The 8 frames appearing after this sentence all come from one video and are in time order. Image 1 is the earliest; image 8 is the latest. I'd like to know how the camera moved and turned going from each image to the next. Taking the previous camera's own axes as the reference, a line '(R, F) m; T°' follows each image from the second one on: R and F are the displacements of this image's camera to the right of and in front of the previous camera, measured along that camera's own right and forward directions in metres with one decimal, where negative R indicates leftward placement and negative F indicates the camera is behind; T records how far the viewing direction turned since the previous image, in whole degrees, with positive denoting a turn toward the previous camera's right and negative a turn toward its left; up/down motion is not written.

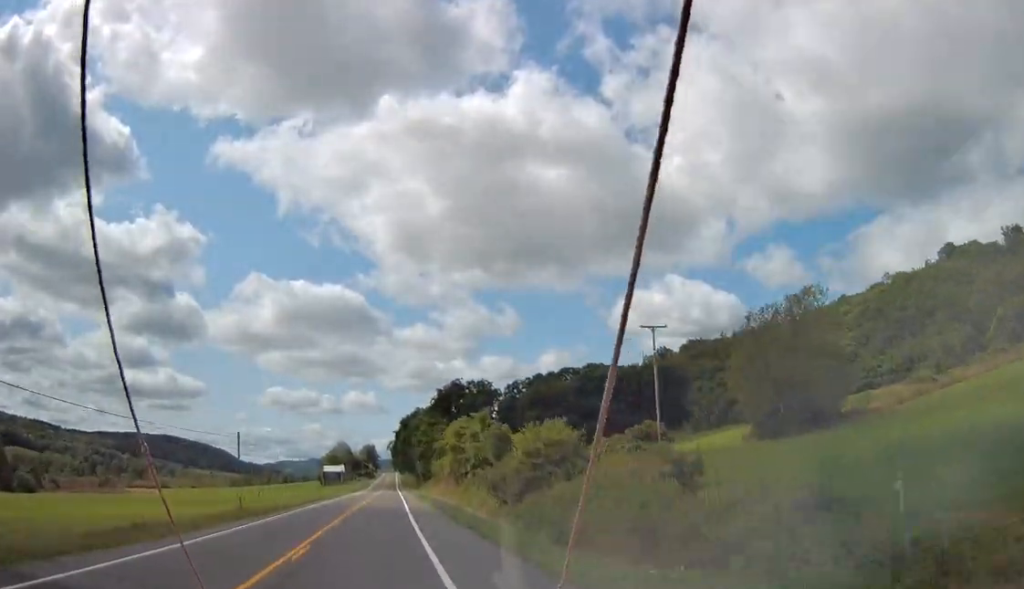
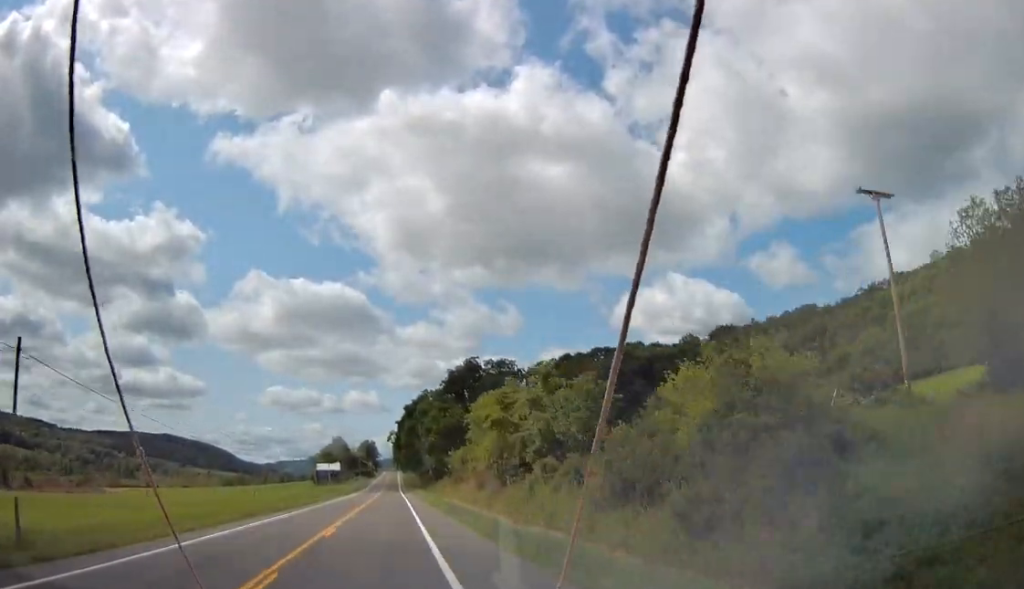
(0.0, +30.0) m; 0°
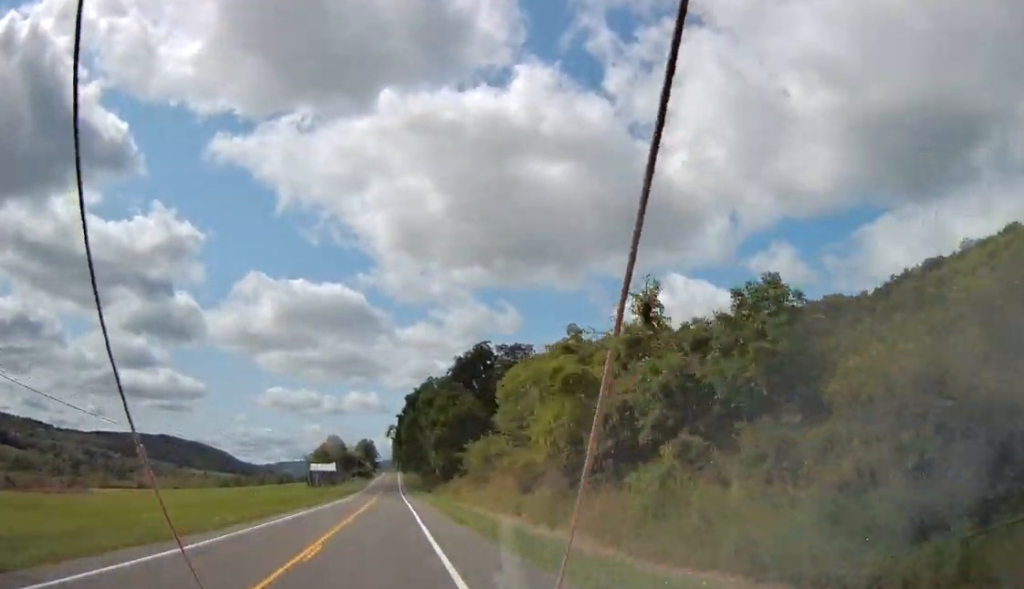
(0.0, +18.0) m; 0°
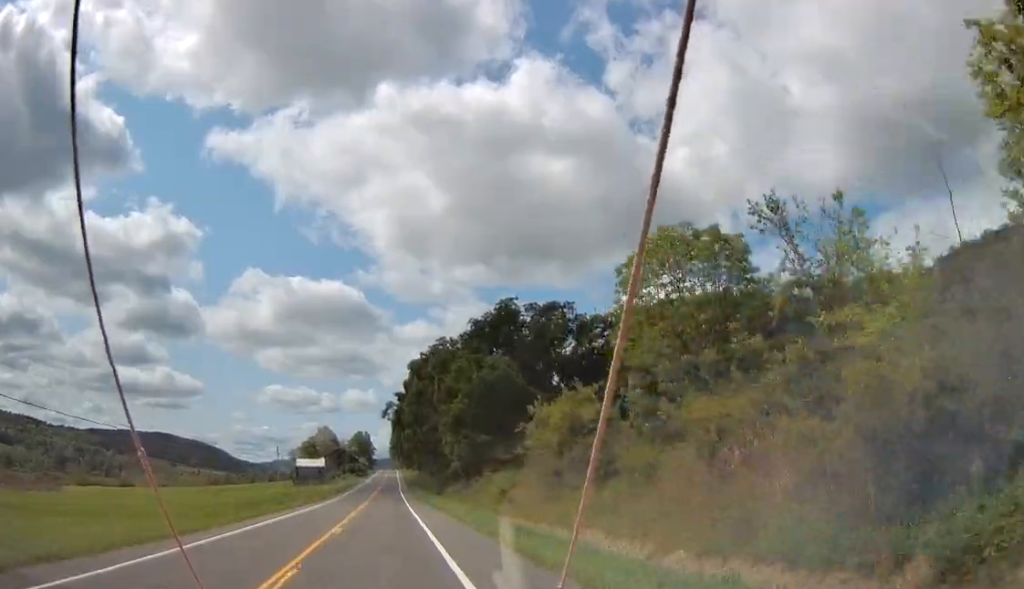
(0.0, +29.2) m; 0°
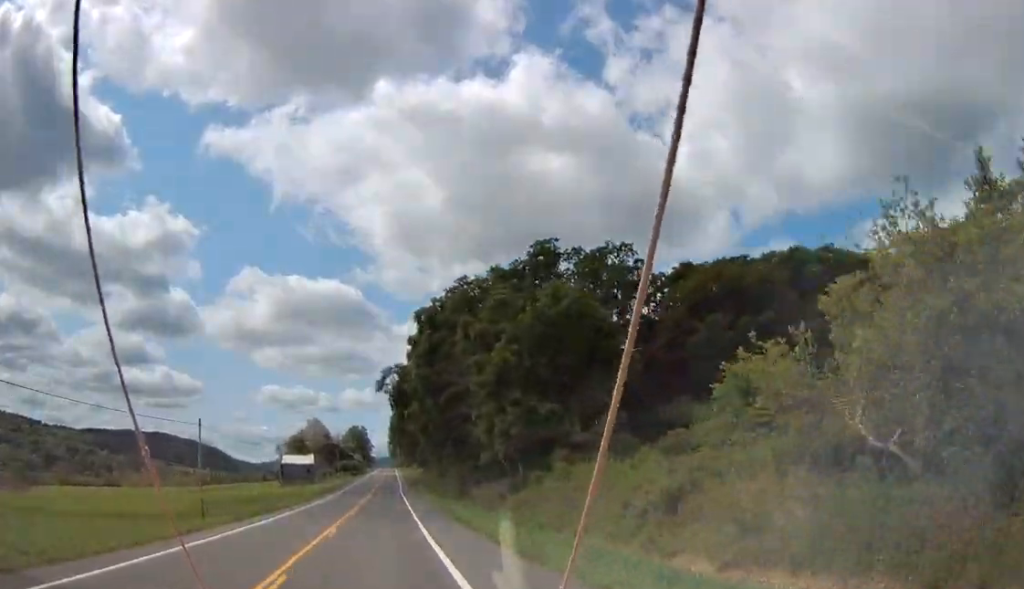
(-0.1, +24.9) m; 0°
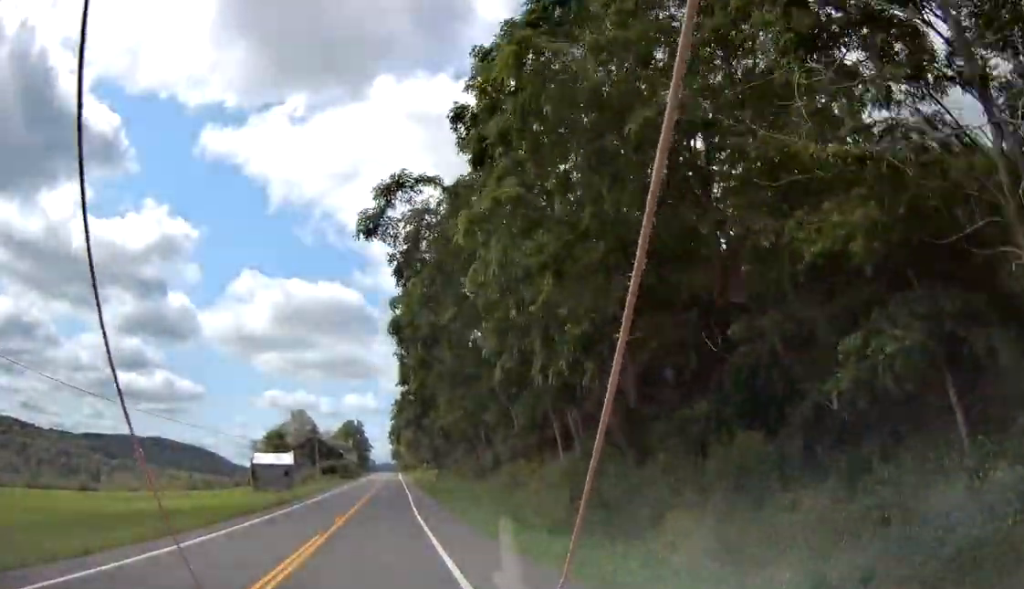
(+0.4, +37.6) m; +1°
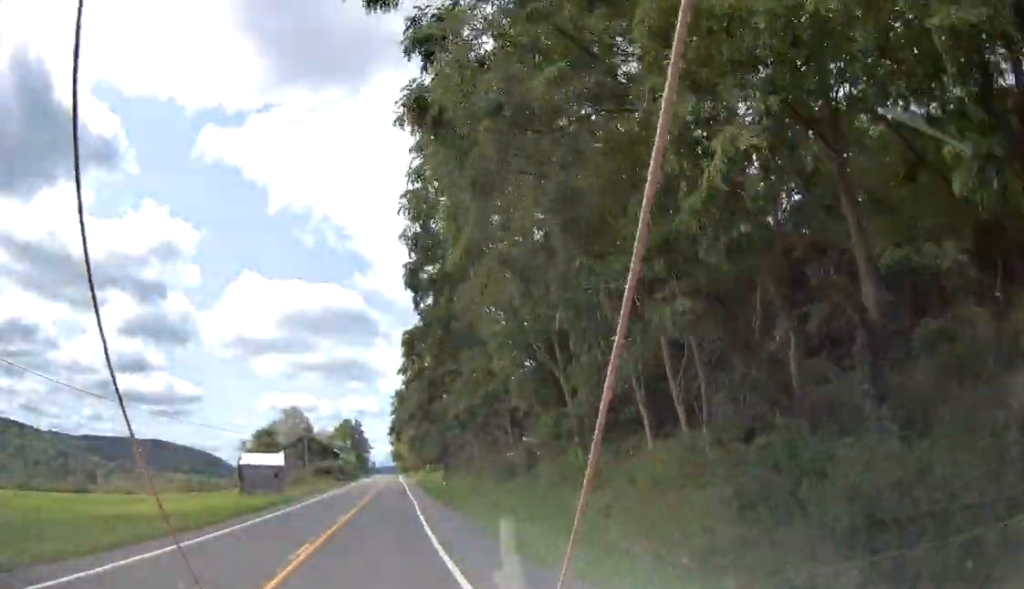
(0.0, +12.4) m; 0°
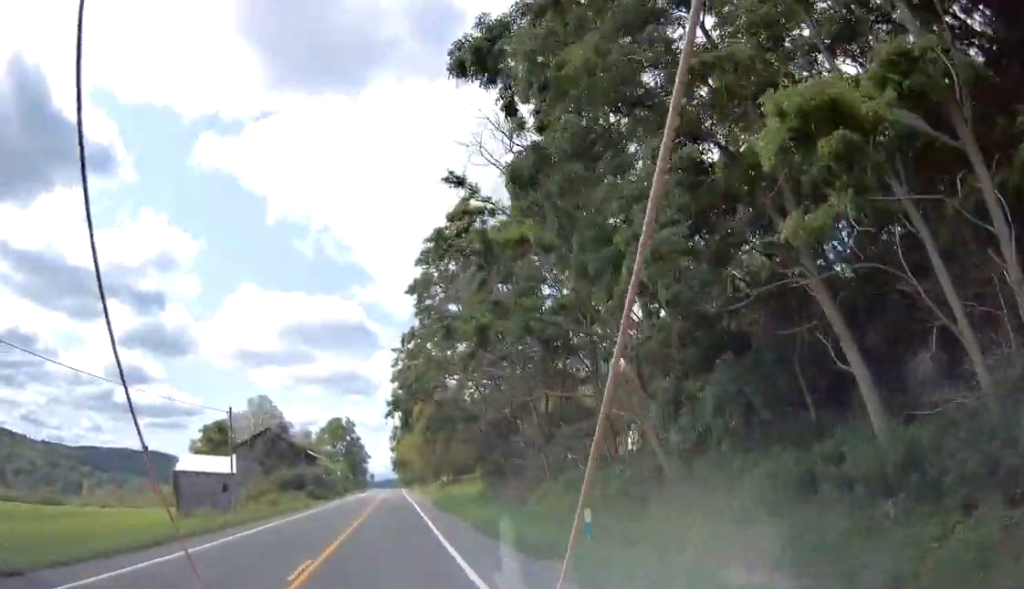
(-0.4, +40.9) m; 0°
